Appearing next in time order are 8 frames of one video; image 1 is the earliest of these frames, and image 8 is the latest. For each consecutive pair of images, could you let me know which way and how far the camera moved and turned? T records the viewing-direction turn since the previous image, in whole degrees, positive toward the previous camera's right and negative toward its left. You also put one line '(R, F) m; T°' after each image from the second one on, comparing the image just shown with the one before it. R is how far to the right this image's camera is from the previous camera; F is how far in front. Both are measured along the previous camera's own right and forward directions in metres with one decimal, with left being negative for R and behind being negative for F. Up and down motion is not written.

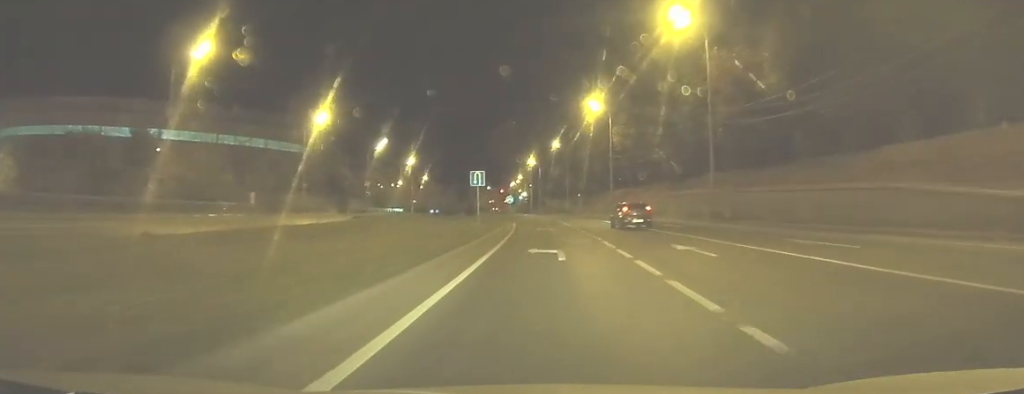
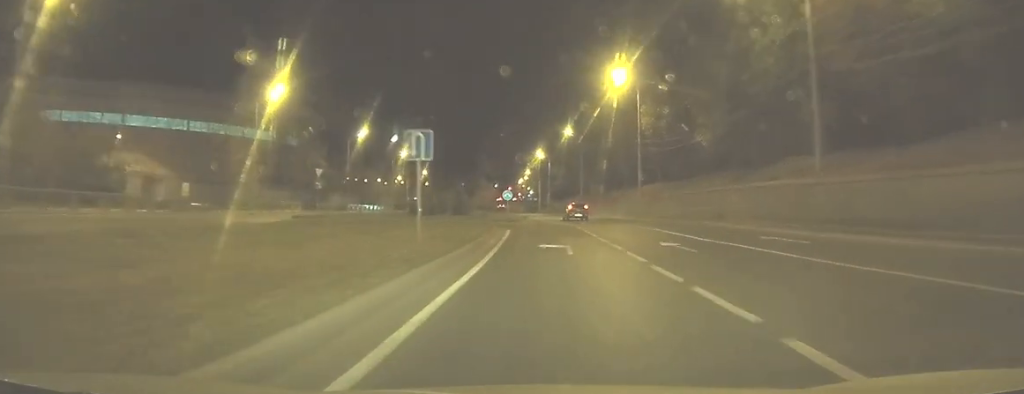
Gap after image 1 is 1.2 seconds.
(-0.1, +16.6) m; 0°
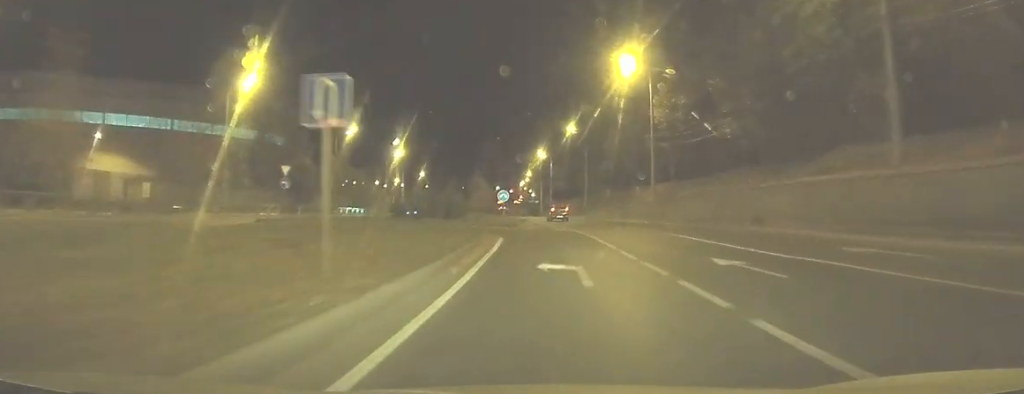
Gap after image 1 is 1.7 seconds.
(0.0, +7.0) m; 0°
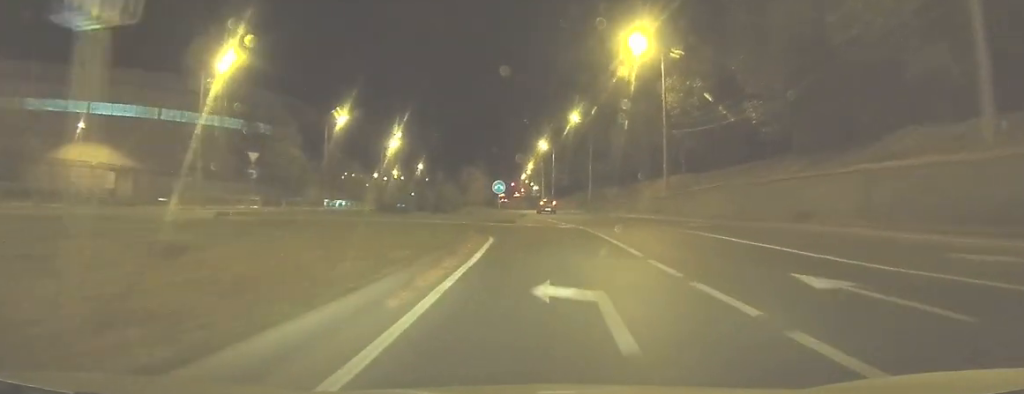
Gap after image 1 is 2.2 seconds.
(0.0, +5.5) m; 0°
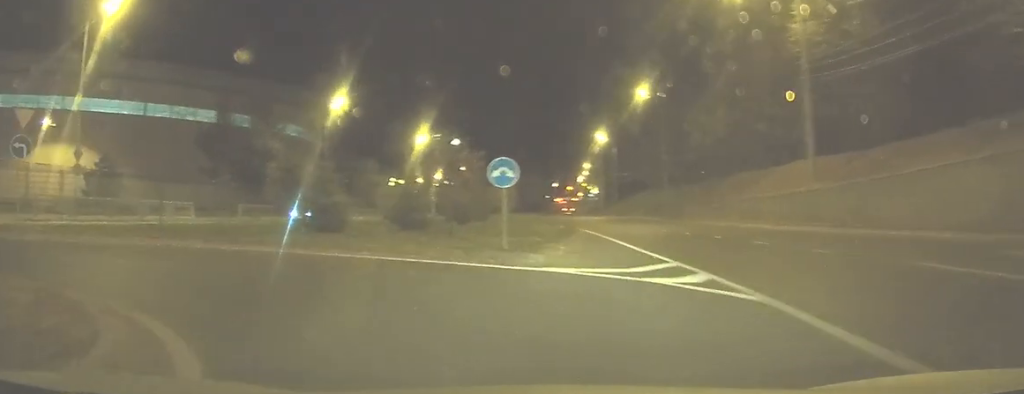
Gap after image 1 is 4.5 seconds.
(-0.6, +25.6) m; -11°
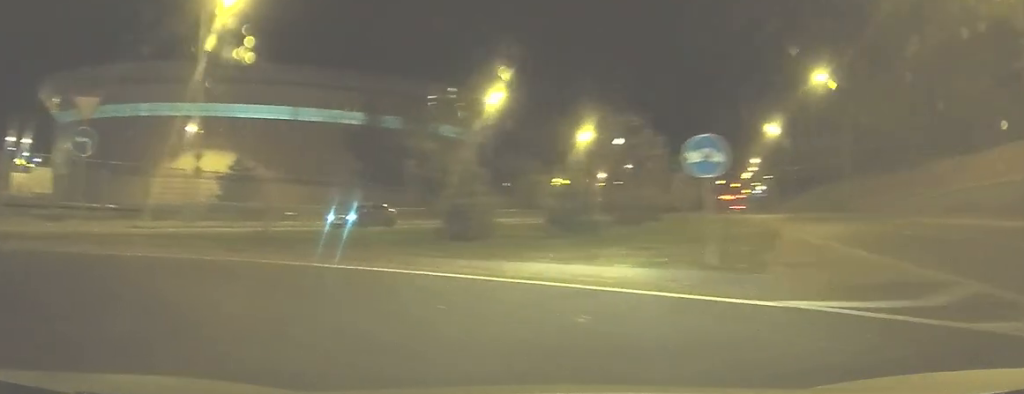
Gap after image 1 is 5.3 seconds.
(-1.0, +5.2) m; -17°
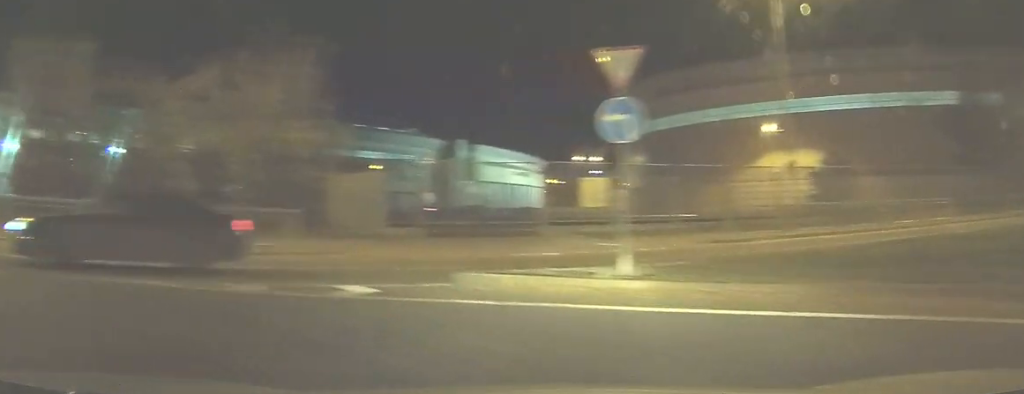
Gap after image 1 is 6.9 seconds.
(-2.3, +7.3) m; -45°
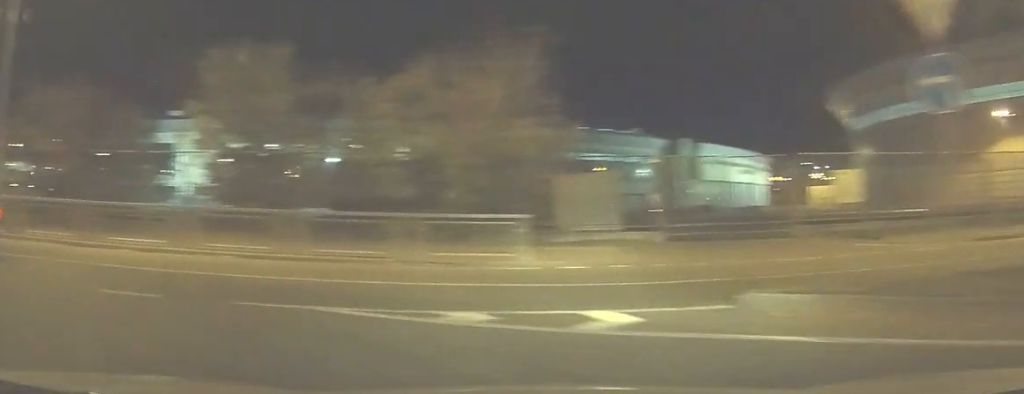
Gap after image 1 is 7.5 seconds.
(+0.2, +1.8) m; -26°
